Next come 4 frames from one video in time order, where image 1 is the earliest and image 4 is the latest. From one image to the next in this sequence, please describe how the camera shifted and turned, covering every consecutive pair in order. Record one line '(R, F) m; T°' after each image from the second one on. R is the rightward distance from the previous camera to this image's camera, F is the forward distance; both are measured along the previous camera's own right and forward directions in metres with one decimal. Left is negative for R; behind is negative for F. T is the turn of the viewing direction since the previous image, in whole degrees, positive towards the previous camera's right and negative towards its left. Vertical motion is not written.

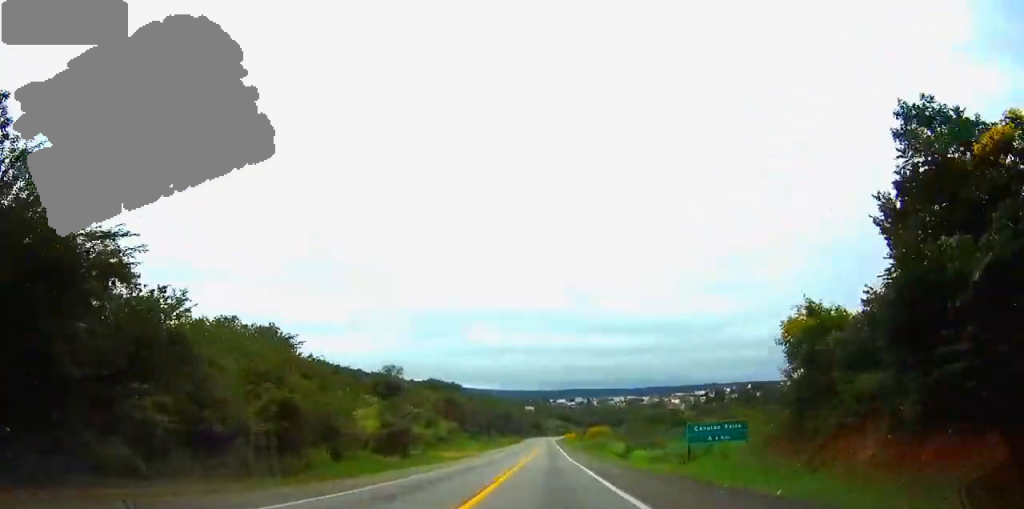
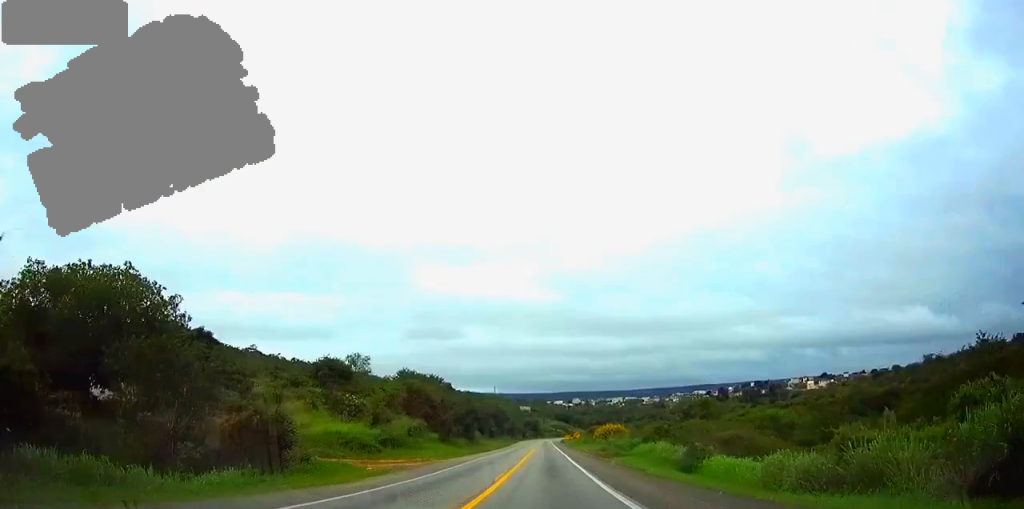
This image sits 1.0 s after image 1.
(0.0, +31.9) m; 0°
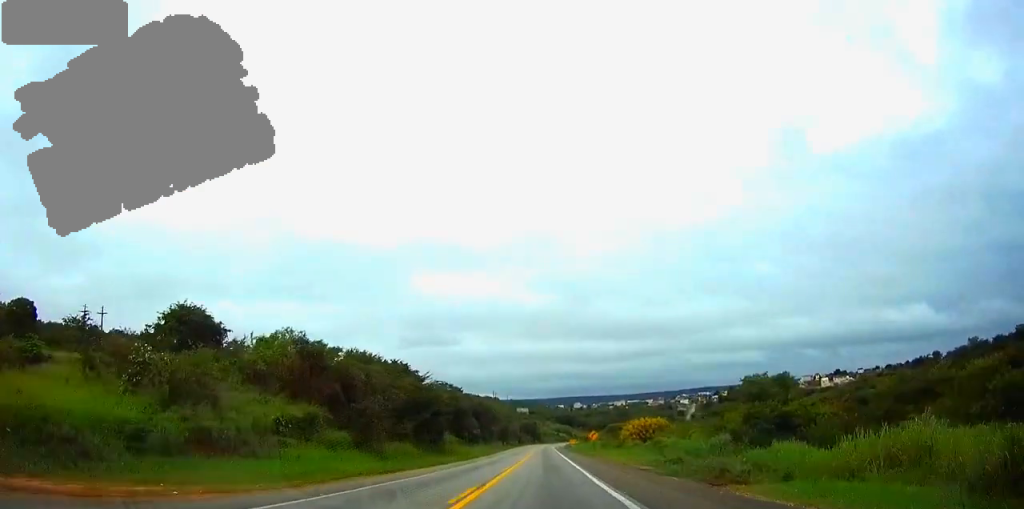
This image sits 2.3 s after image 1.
(+0.1, +42.6) m; 0°
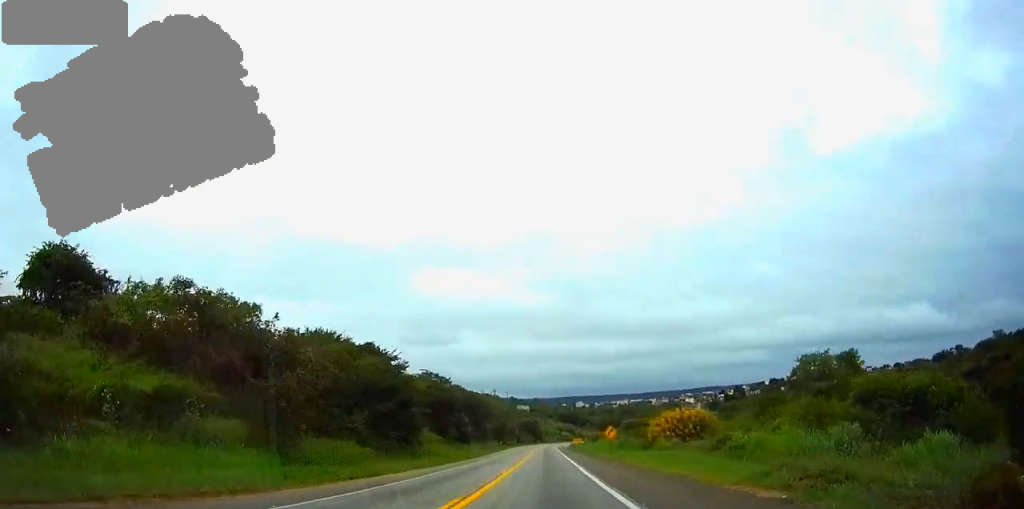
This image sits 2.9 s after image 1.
(0.0, +19.5) m; 0°
